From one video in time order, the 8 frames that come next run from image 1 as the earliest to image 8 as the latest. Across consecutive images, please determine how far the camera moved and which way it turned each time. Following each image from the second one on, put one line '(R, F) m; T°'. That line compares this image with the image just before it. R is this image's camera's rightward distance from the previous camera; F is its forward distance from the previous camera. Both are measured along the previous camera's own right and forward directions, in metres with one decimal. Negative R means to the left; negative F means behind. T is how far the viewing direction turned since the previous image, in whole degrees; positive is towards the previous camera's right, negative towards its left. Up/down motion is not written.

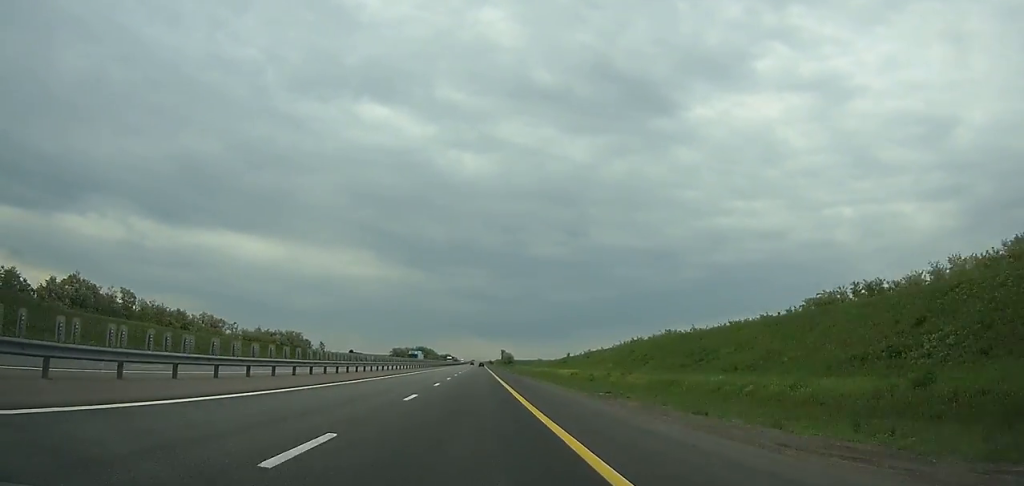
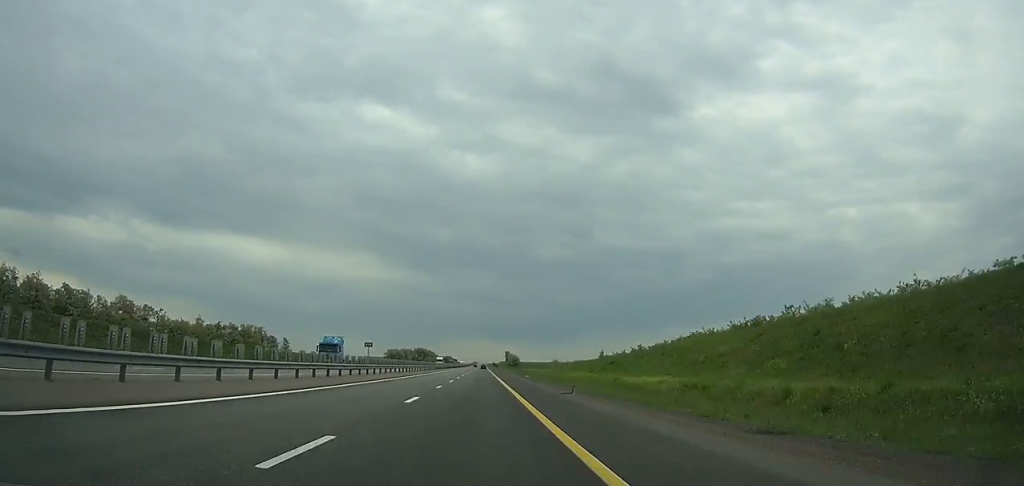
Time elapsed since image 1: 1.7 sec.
(+0.1, +46.7) m; 0°
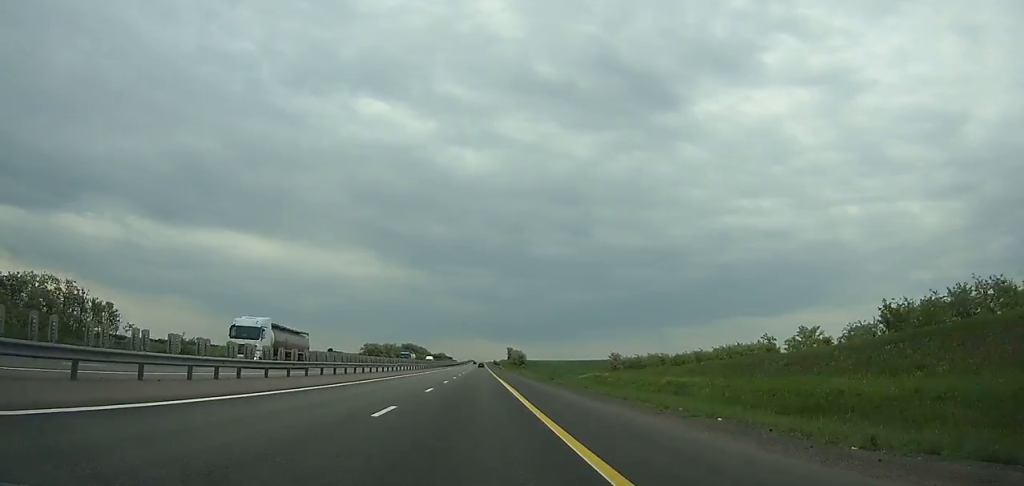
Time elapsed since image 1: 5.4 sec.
(-1.0, +101.5) m; -1°
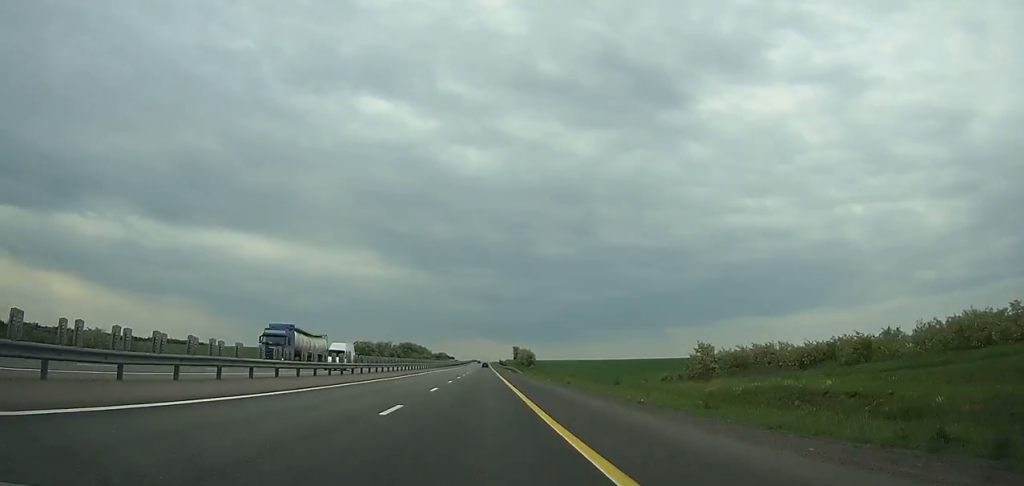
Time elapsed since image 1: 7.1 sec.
(0.0, +46.4) m; 0°
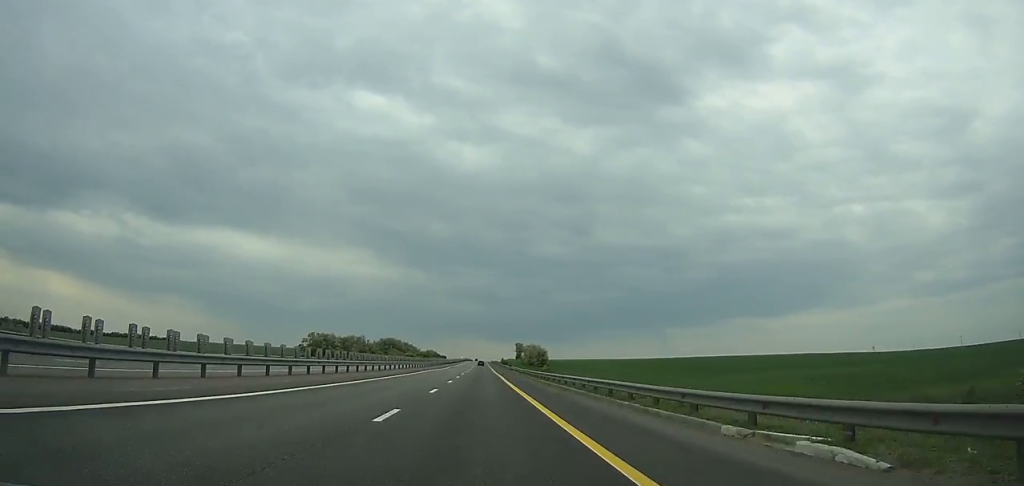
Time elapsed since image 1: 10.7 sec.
(+0.4, +97.7) m; 0°
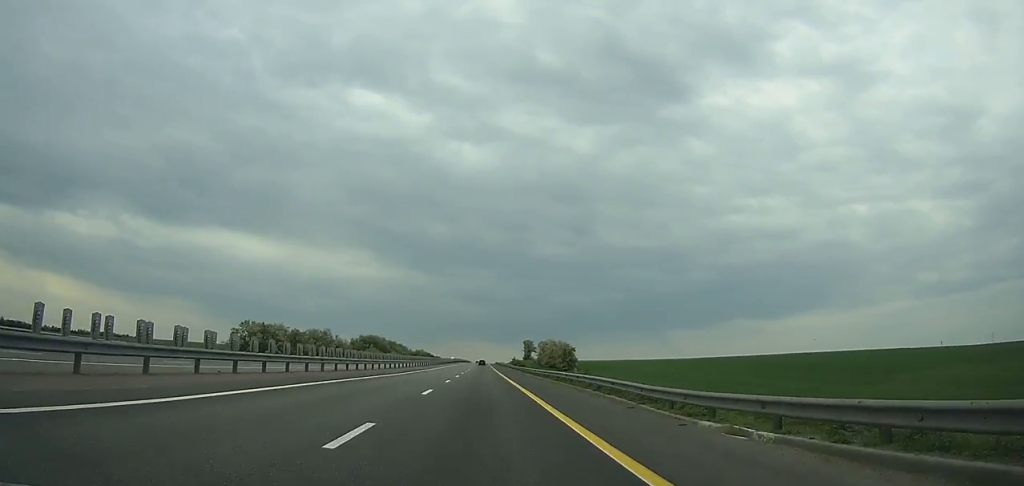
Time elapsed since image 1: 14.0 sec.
(+0.1, +88.8) m; 0°
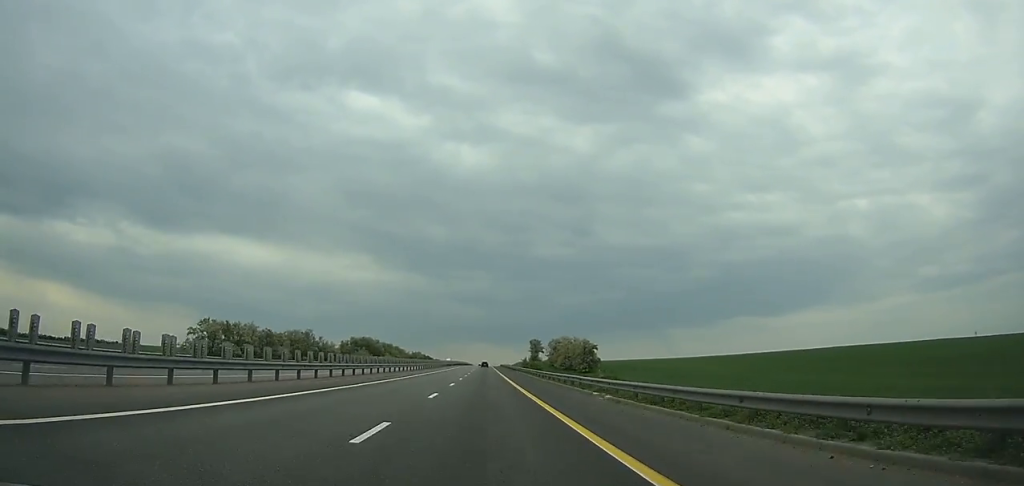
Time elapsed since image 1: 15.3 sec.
(0.0, +34.8) m; 0°
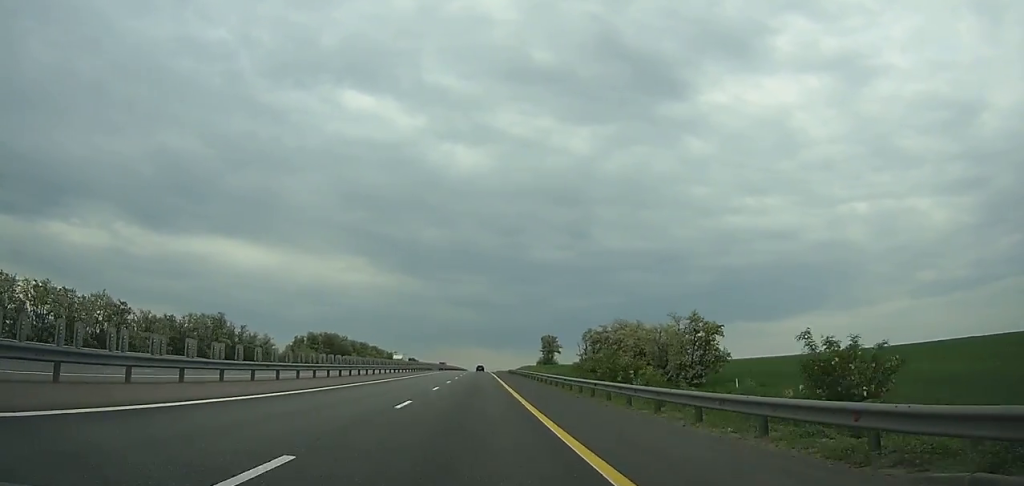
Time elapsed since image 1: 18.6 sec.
(+0.1, +87.4) m; 0°
